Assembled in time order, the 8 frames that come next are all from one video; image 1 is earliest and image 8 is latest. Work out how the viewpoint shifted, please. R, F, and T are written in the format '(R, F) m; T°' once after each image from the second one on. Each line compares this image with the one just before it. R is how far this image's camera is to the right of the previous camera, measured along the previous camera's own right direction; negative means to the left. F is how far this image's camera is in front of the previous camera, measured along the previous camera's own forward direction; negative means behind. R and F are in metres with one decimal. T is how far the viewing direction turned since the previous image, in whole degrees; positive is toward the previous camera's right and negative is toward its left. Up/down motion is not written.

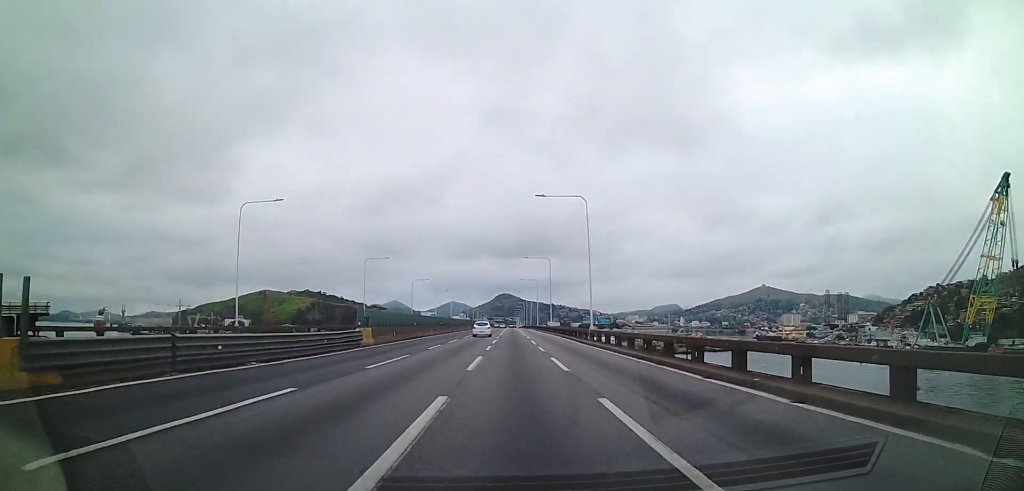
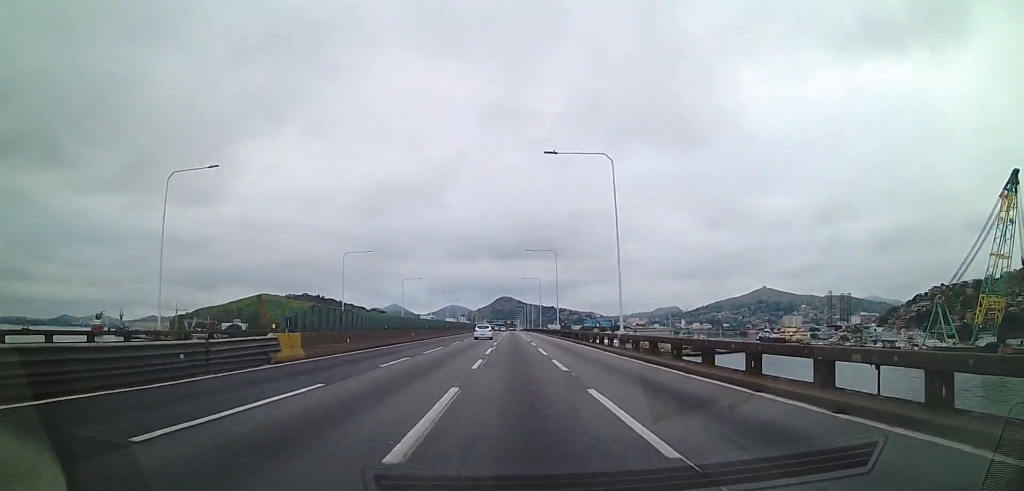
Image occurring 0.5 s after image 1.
(-0.3, +10.9) m; 0°
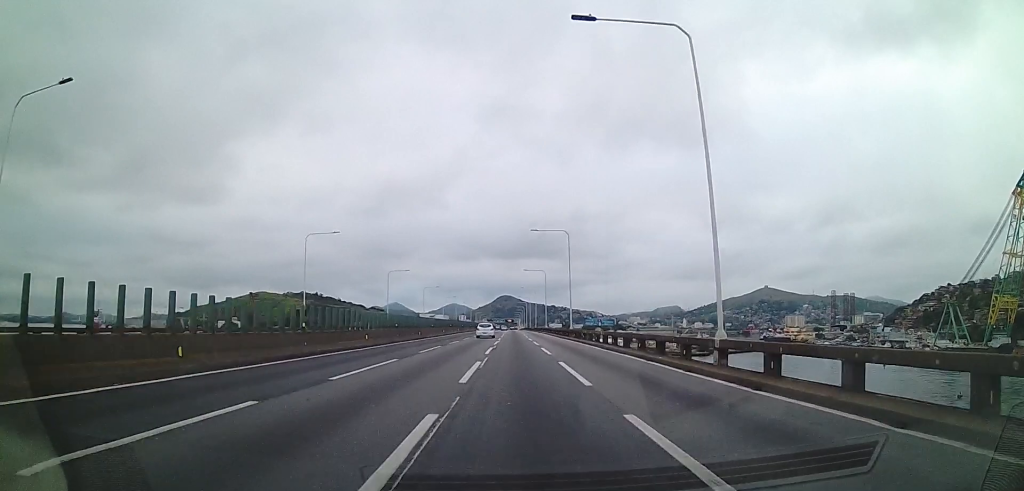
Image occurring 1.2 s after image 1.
(+0.3, +14.2) m; +1°
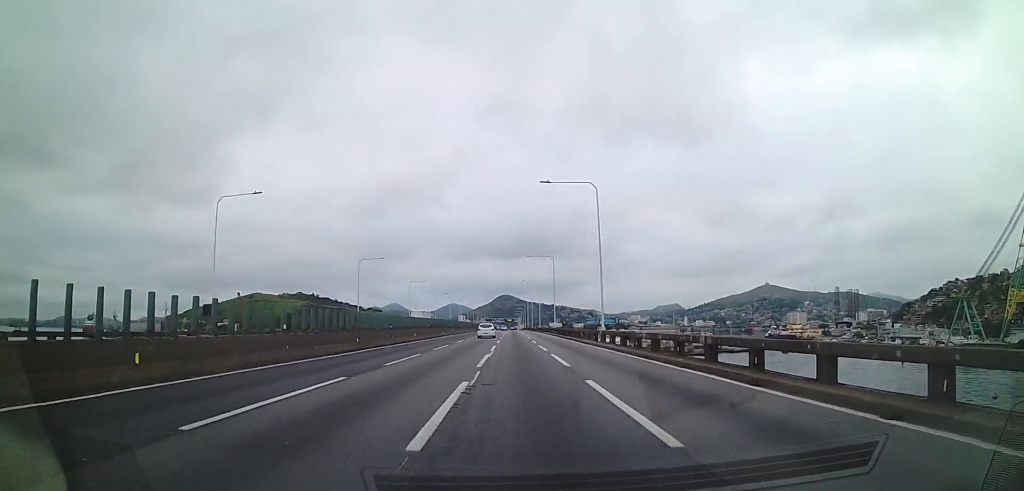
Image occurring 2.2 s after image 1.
(+0.1, +18.8) m; 0°
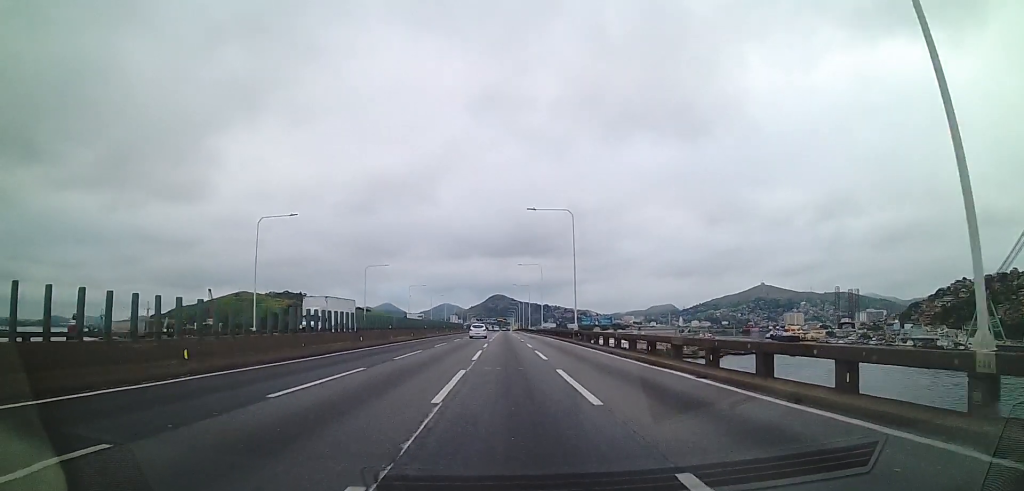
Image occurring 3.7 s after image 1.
(-0.5, +31.0) m; 0°
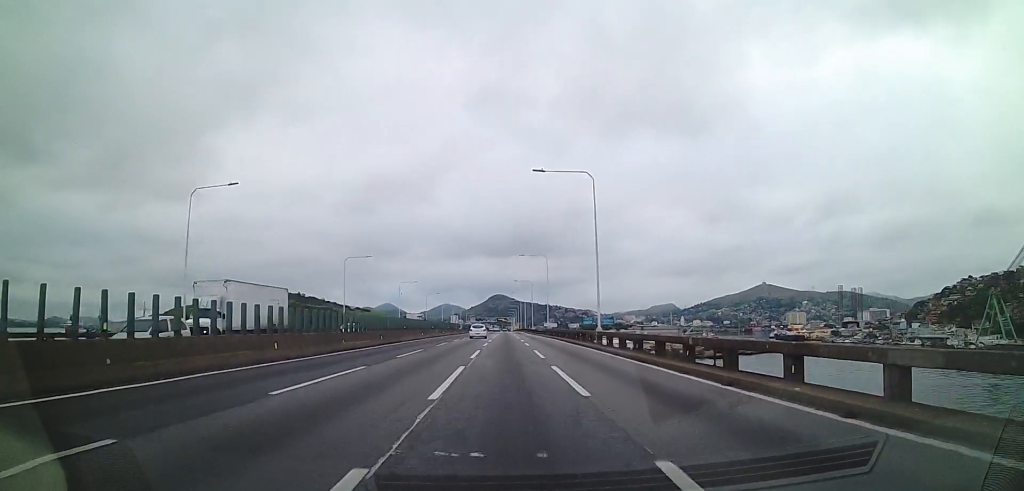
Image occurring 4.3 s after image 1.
(+0.2, +11.6) m; +1°
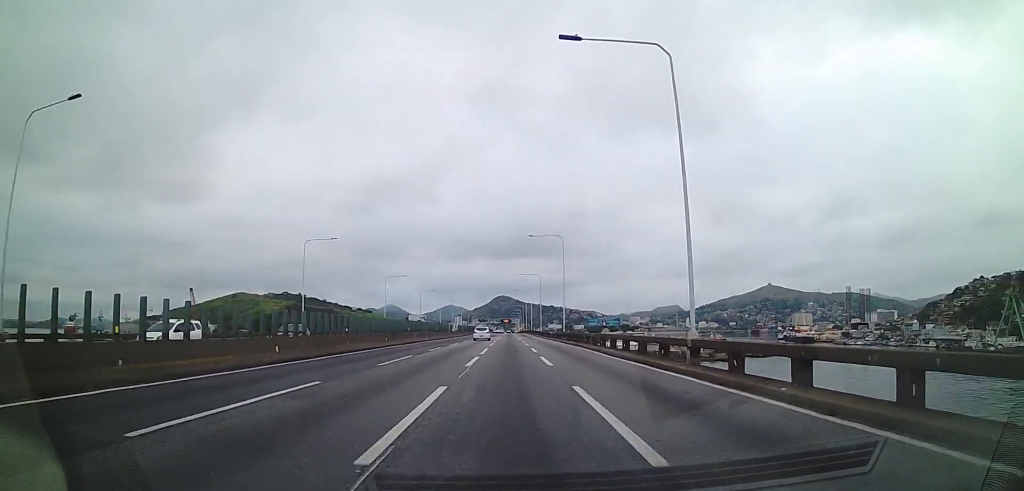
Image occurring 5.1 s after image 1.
(+0.1, +17.1) m; 0°
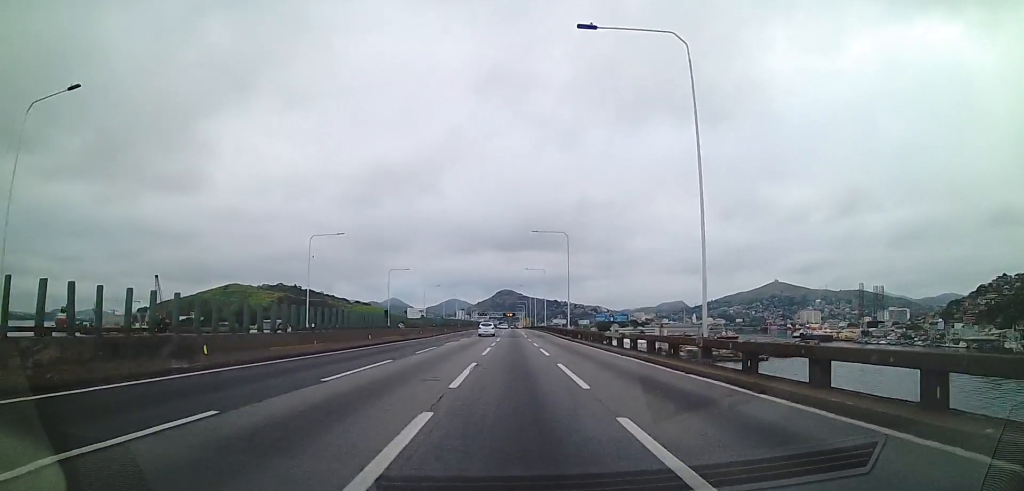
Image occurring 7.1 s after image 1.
(0.0, +40.3) m; -1°
